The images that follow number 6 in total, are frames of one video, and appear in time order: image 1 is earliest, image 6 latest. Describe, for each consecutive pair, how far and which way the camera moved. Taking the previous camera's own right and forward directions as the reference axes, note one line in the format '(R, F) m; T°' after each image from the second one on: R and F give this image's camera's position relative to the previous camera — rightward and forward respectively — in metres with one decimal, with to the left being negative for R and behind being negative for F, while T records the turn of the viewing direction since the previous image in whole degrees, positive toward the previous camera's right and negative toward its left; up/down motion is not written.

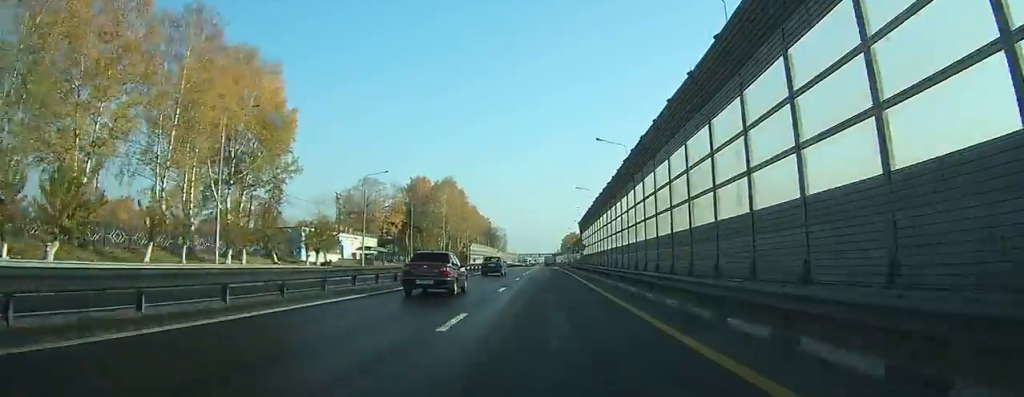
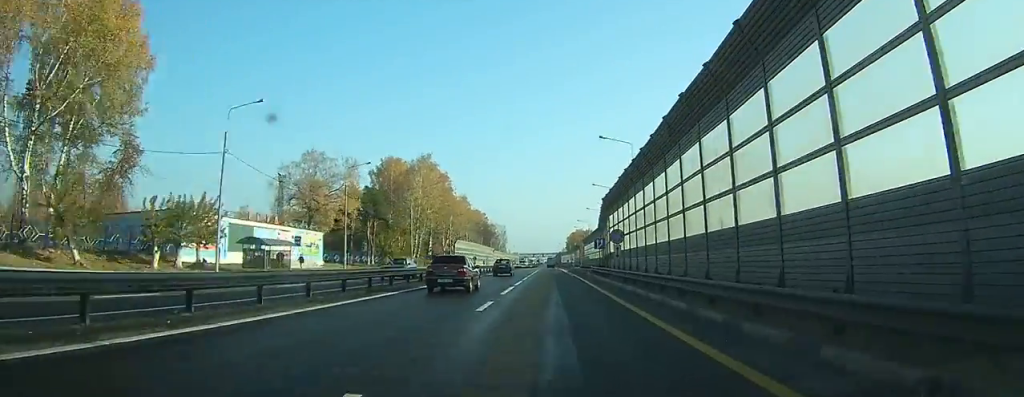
(+0.2, +31.7) m; 0°
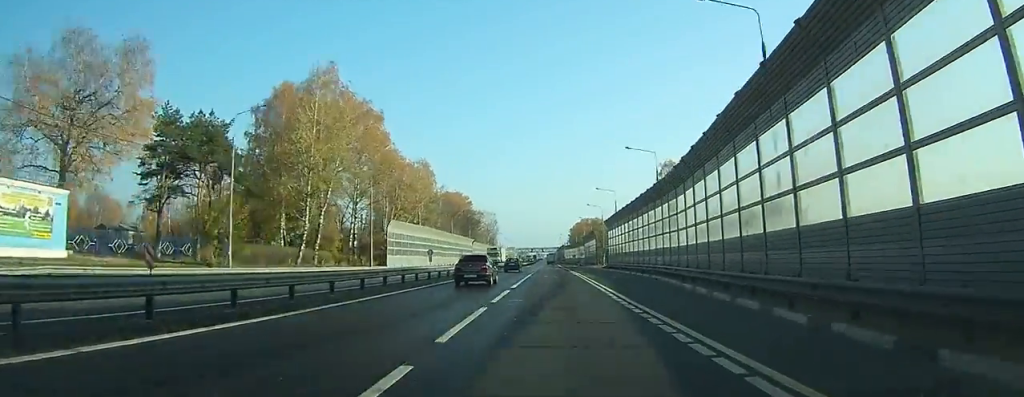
(-0.1, +51.7) m; 0°
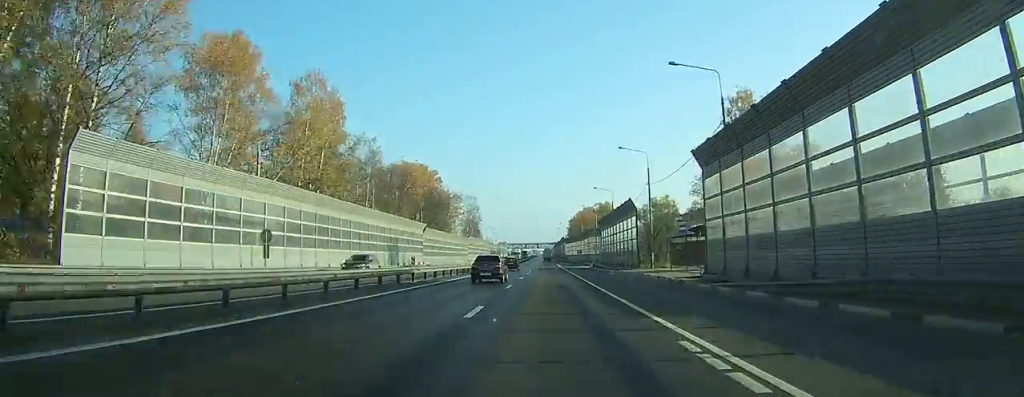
(+0.1, +50.3) m; 0°
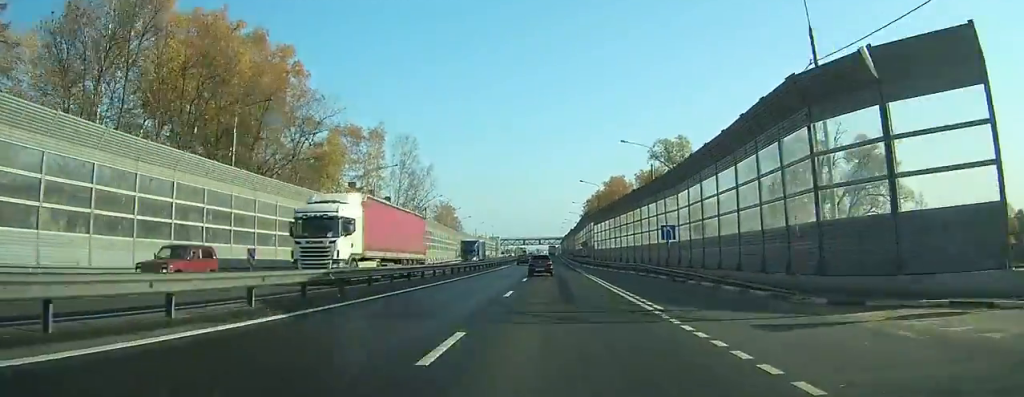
(-1.3, +89.5) m; -1°
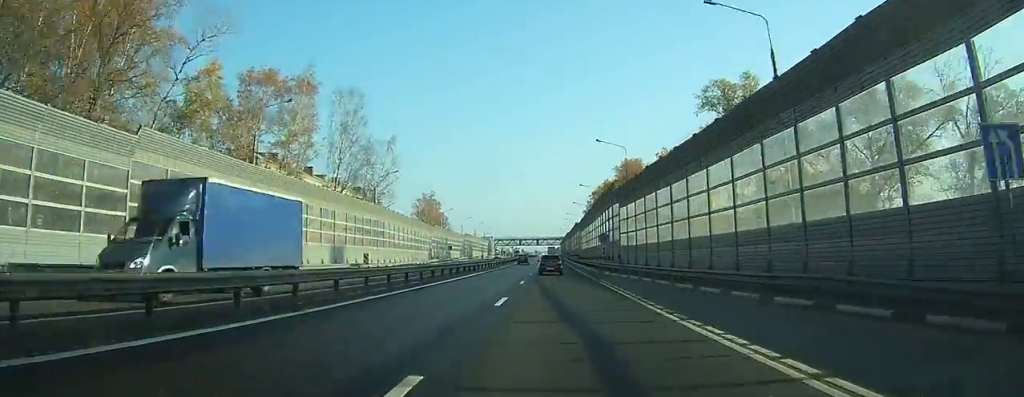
(+0.1, +27.5) m; 0°
